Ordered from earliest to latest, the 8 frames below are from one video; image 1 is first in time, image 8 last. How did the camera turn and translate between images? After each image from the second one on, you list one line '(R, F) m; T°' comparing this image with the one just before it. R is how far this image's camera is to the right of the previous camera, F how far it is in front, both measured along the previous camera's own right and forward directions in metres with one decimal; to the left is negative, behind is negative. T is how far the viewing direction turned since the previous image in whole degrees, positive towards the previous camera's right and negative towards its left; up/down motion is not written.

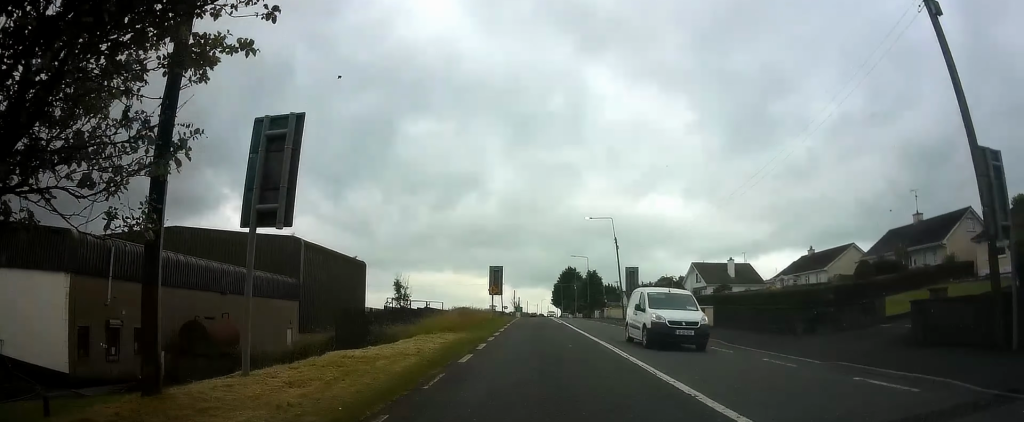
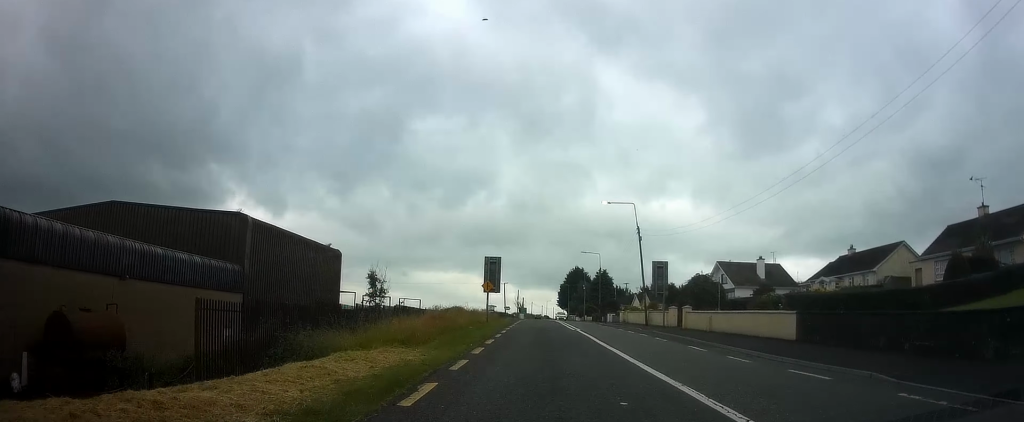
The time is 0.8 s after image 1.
(0.0, +9.5) m; -1°
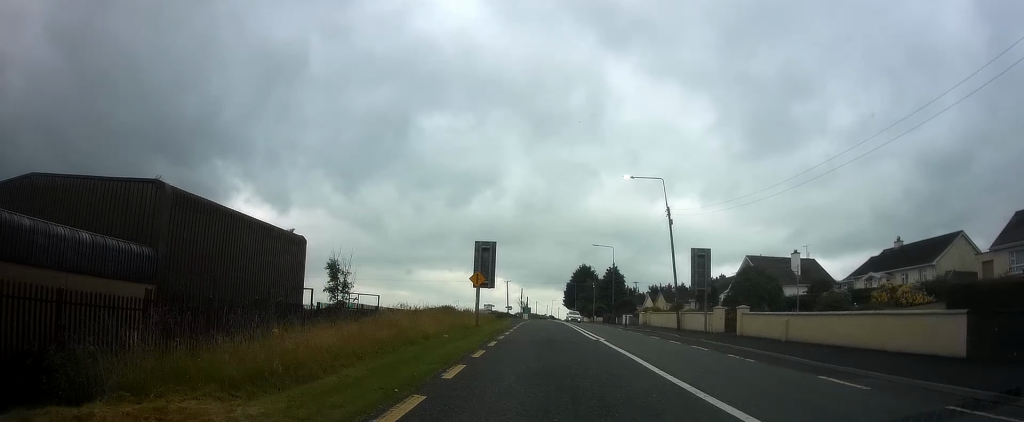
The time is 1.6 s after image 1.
(-0.1, +9.2) m; -1°
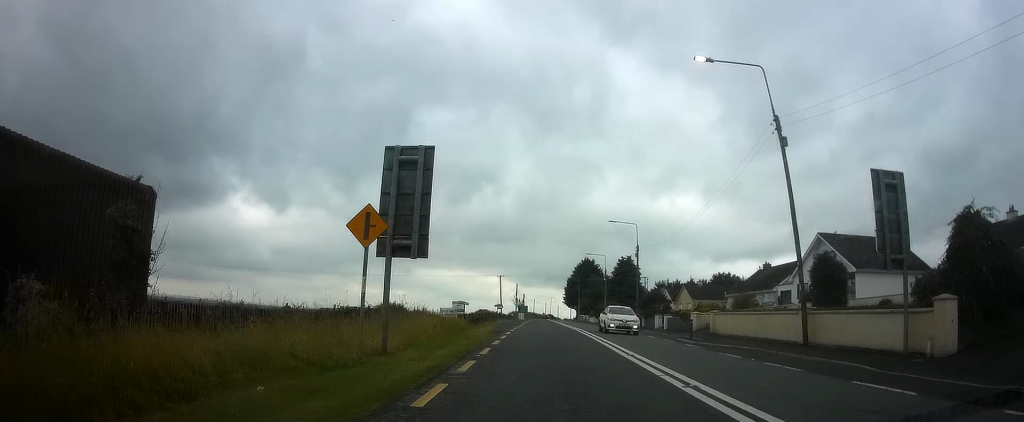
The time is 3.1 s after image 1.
(-0.6, +18.9) m; -3°
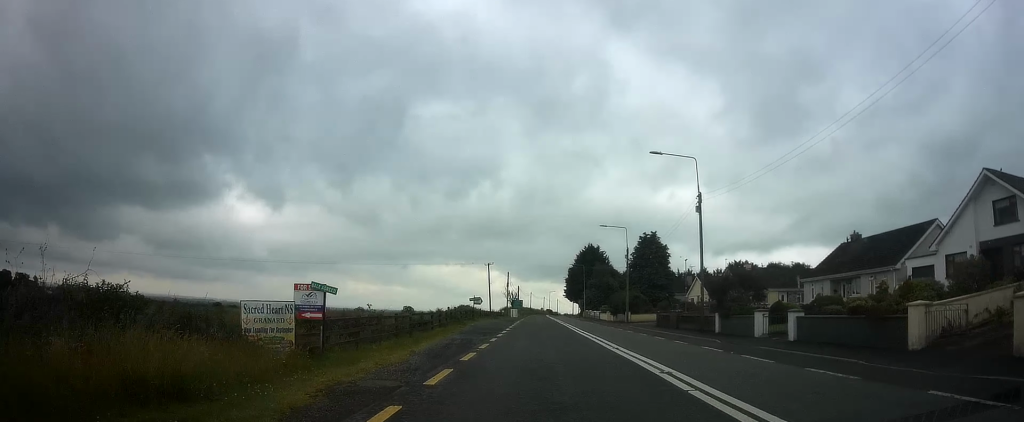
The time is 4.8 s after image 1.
(+0.2, +22.8) m; +1°
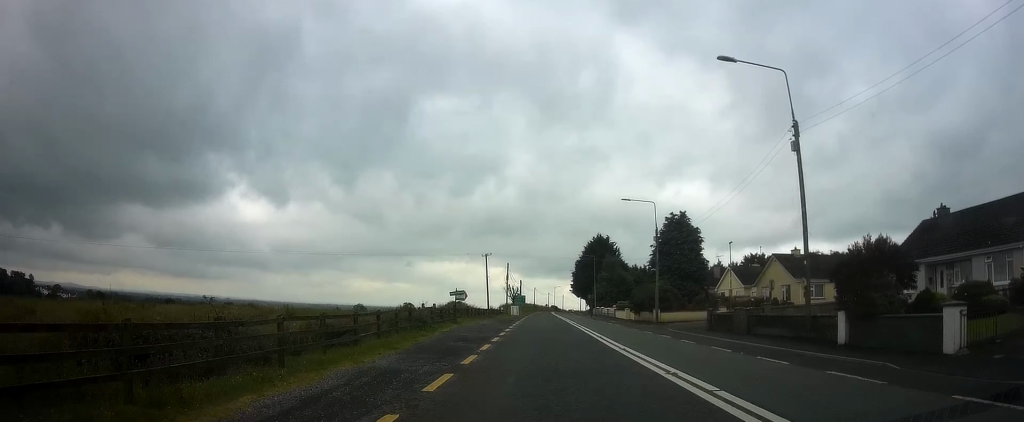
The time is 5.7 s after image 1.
(0.0, +12.5) m; 0°
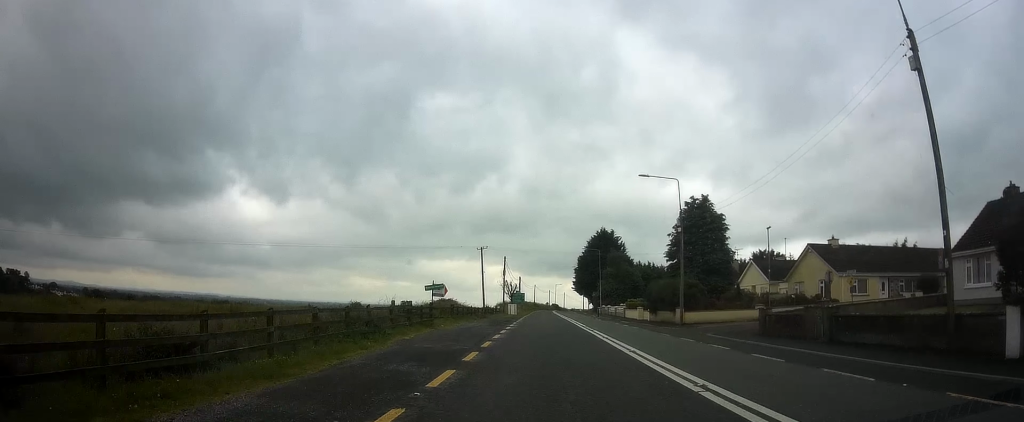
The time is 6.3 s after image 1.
(0.0, +7.7) m; 0°
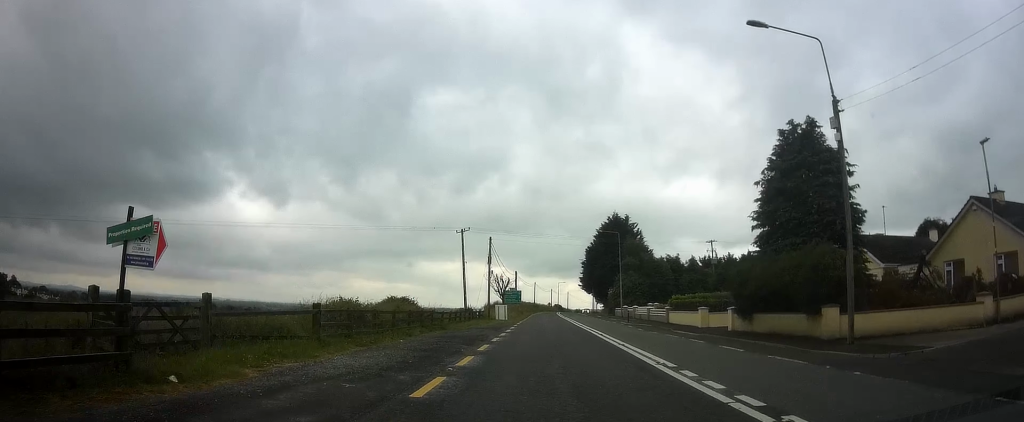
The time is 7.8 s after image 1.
(0.0, +21.0) m; 0°
